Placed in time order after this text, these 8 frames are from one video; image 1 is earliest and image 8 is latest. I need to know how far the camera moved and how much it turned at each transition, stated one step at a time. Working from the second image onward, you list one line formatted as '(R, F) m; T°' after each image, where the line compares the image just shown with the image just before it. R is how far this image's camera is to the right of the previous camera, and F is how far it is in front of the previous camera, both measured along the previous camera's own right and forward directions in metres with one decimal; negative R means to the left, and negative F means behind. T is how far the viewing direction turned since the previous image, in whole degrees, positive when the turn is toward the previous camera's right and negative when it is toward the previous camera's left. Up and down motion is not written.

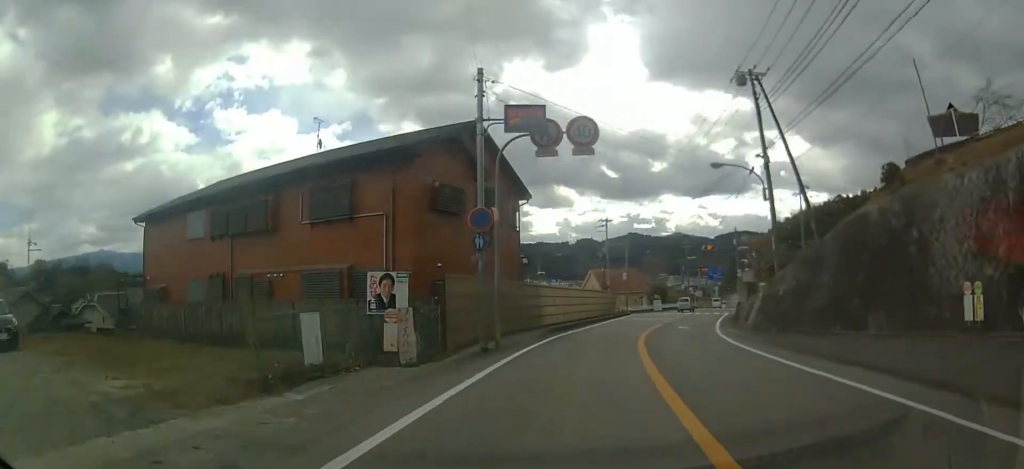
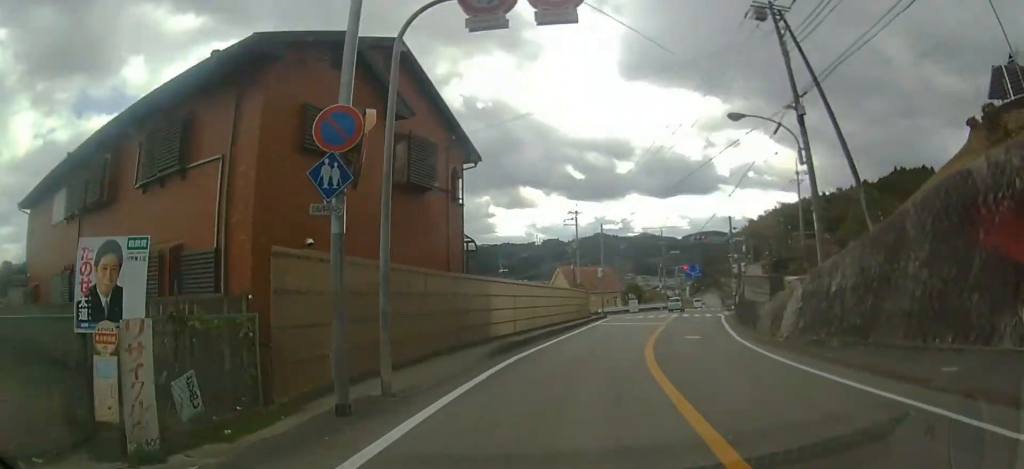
(+0.2, +8.4) m; +4°
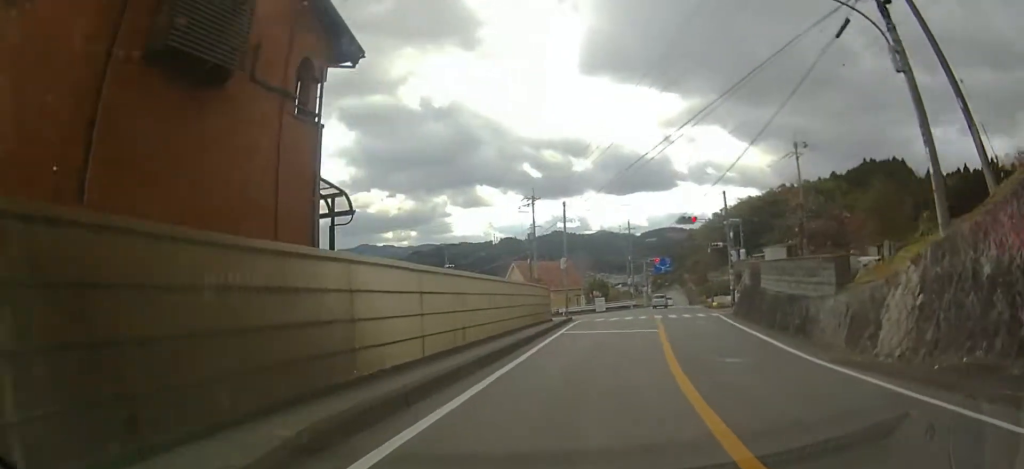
(+0.6, +9.6) m; +5°
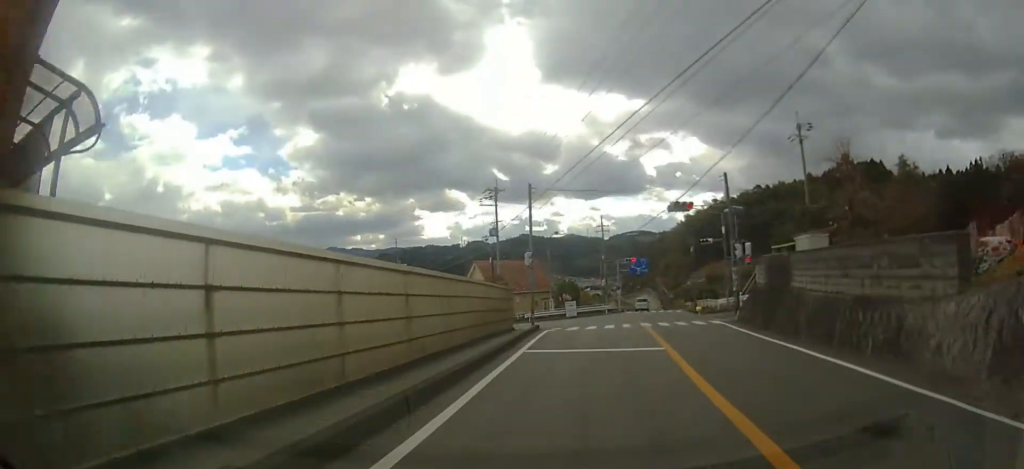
(+0.3, +7.5) m; +4°
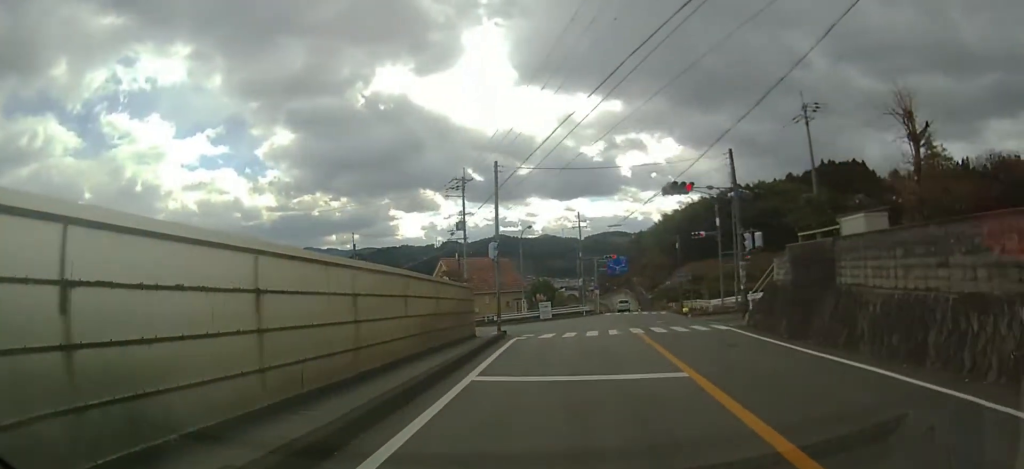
(0.0, +6.3) m; +4°
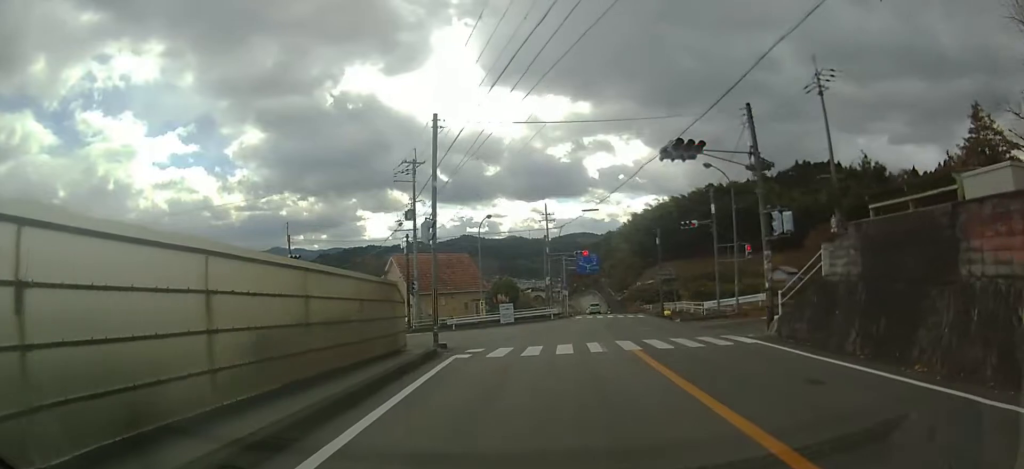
(+0.7, +9.2) m; +2°
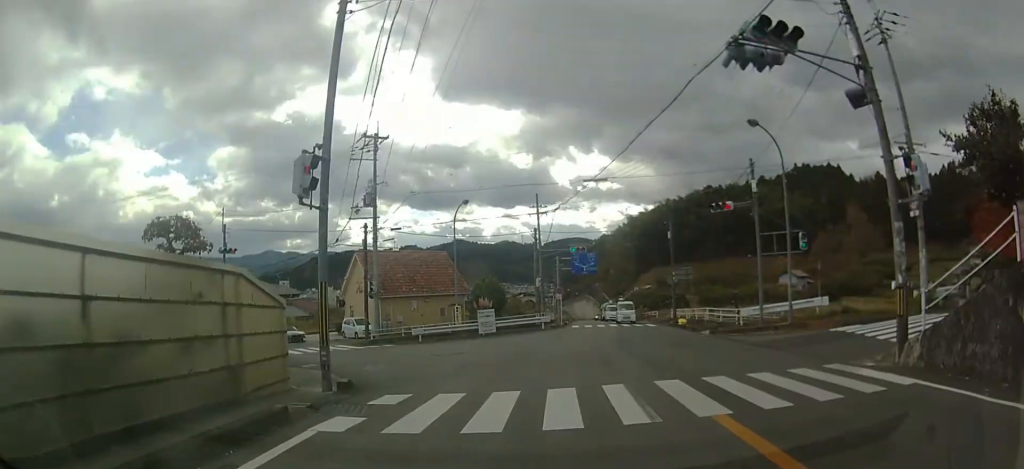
(-0.5, +10.4) m; -2°
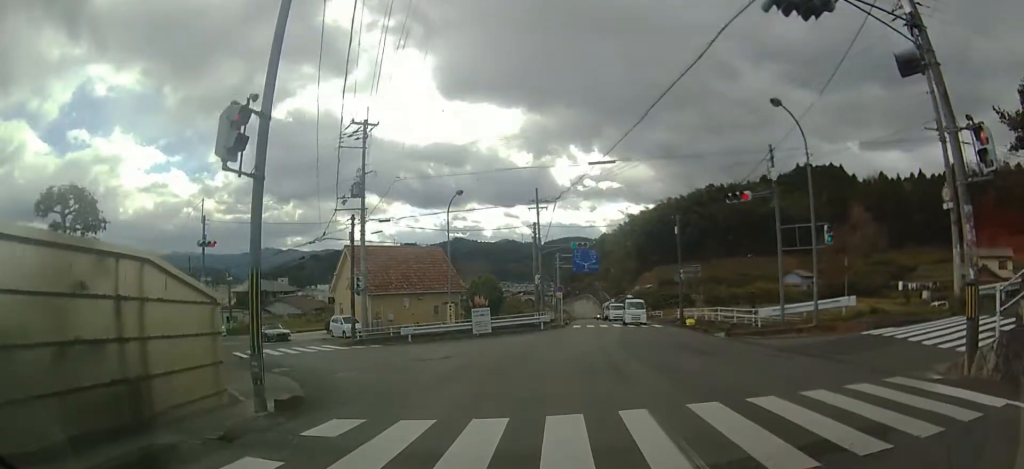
(0.0, +2.0) m; +1°
